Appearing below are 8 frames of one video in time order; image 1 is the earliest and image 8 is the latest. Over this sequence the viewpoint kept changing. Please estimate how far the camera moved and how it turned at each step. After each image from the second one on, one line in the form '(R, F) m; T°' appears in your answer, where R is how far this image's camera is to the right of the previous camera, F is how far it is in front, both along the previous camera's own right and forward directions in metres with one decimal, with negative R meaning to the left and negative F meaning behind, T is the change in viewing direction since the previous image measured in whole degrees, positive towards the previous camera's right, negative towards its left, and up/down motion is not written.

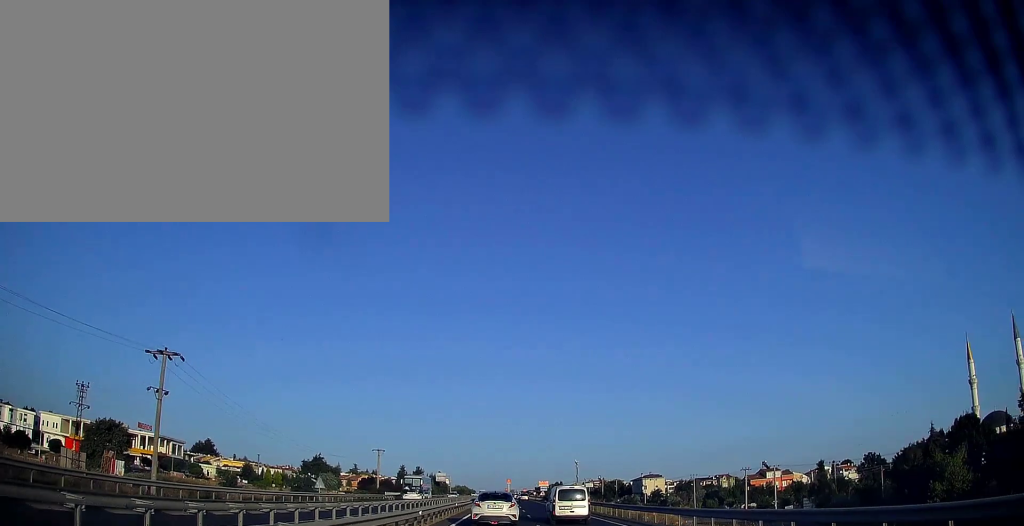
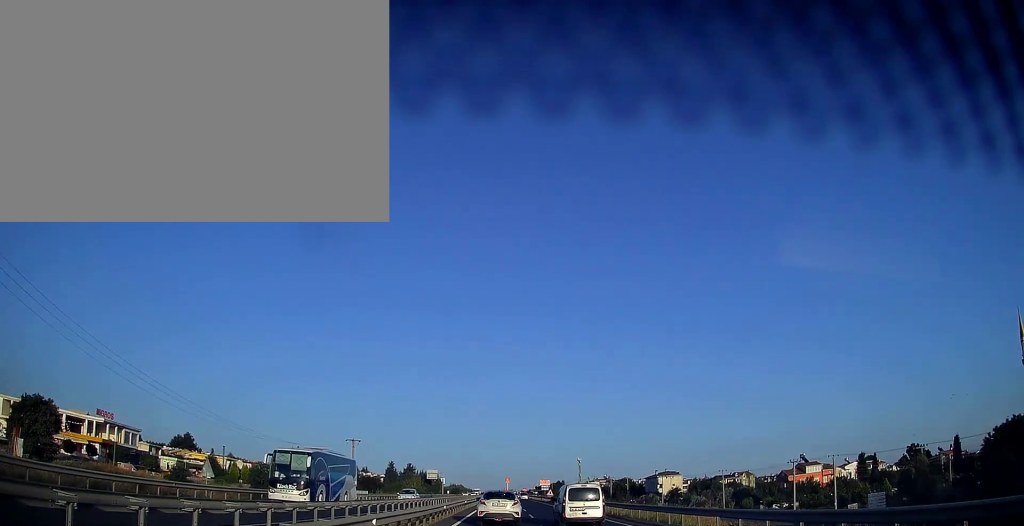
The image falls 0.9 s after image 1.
(0.0, +24.3) m; 0°
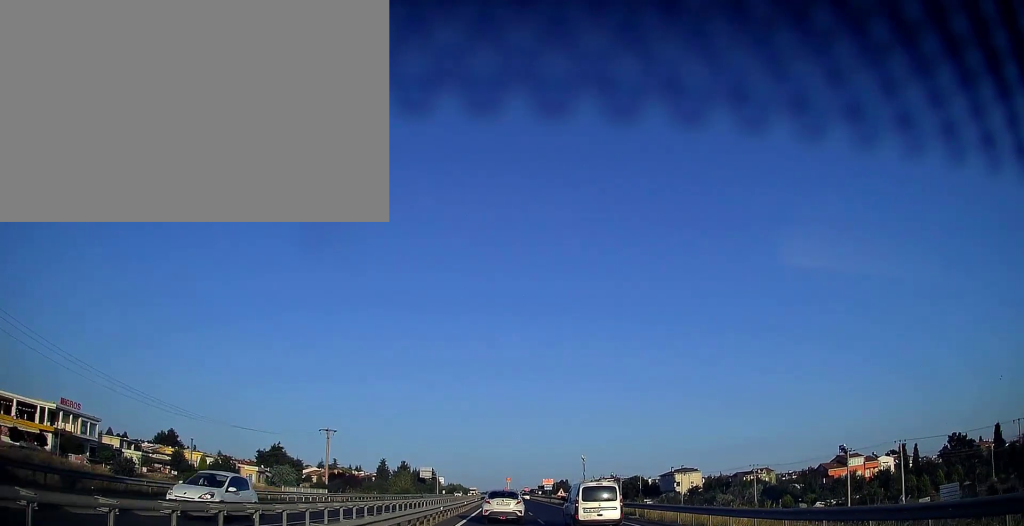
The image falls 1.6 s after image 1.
(-0.1, +19.0) m; 0°
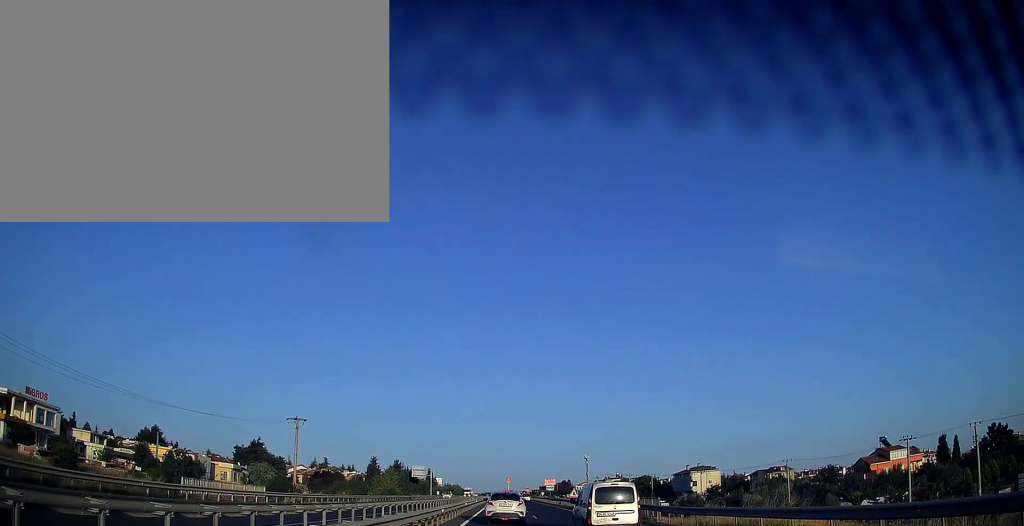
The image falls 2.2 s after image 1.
(+0.1, +16.4) m; 0°
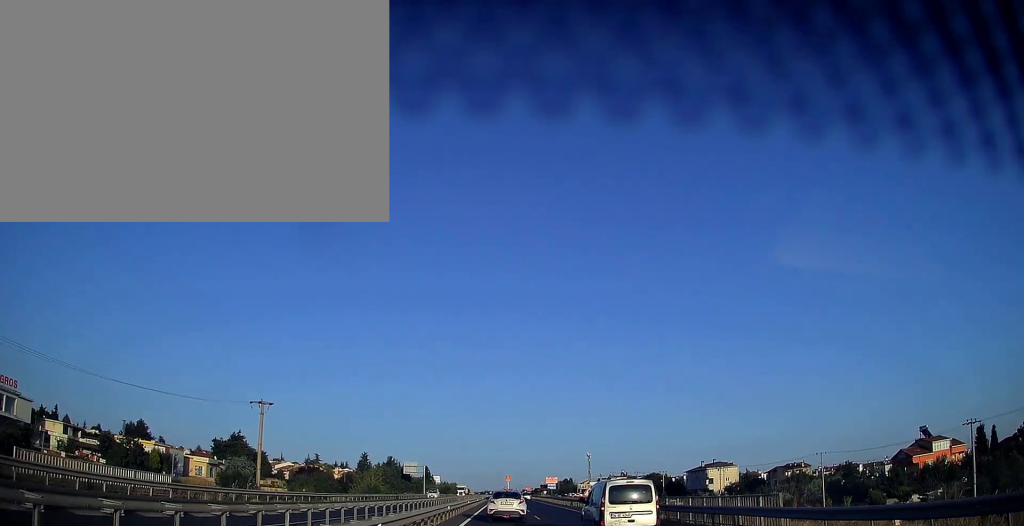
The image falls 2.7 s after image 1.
(0.0, +13.7) m; 0°
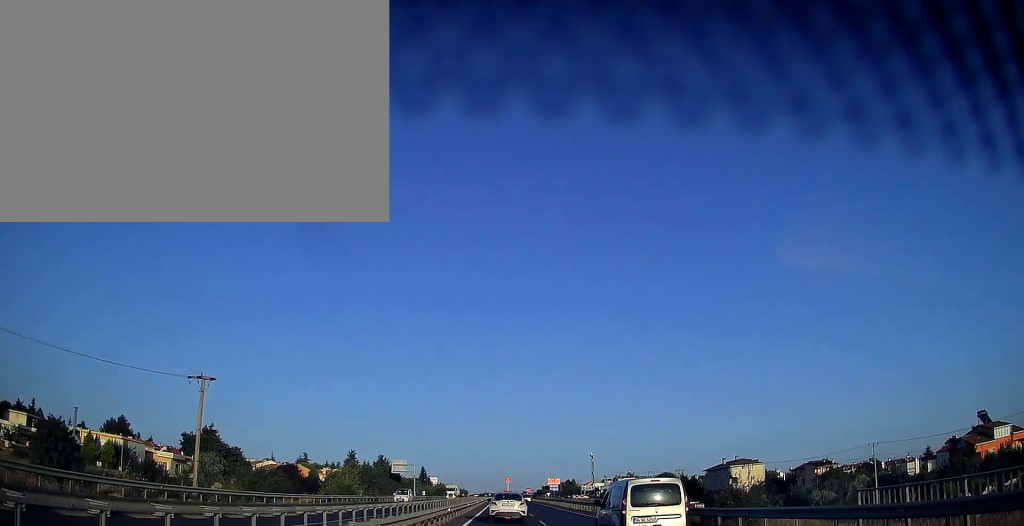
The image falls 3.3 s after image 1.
(0.0, +15.5) m; 0°
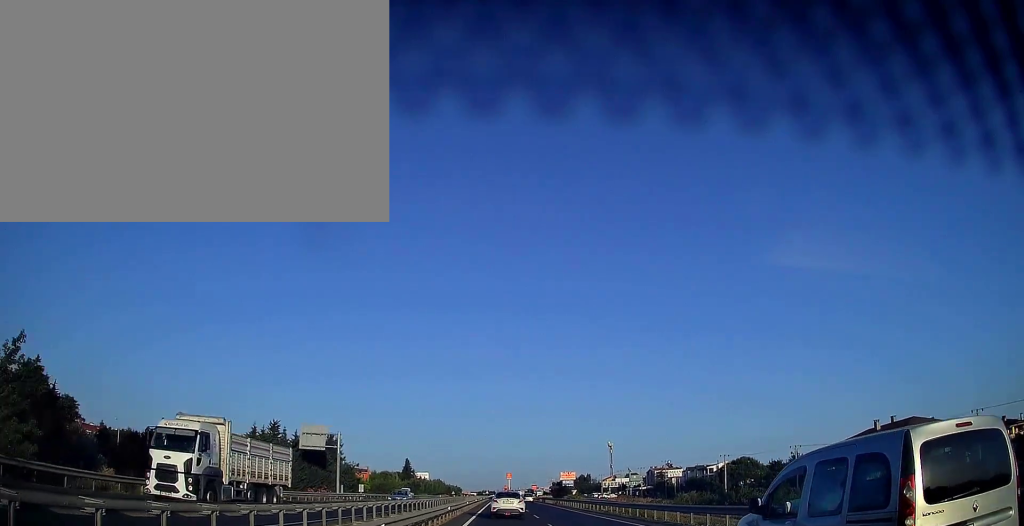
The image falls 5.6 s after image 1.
(-0.3, +65.2) m; 0°
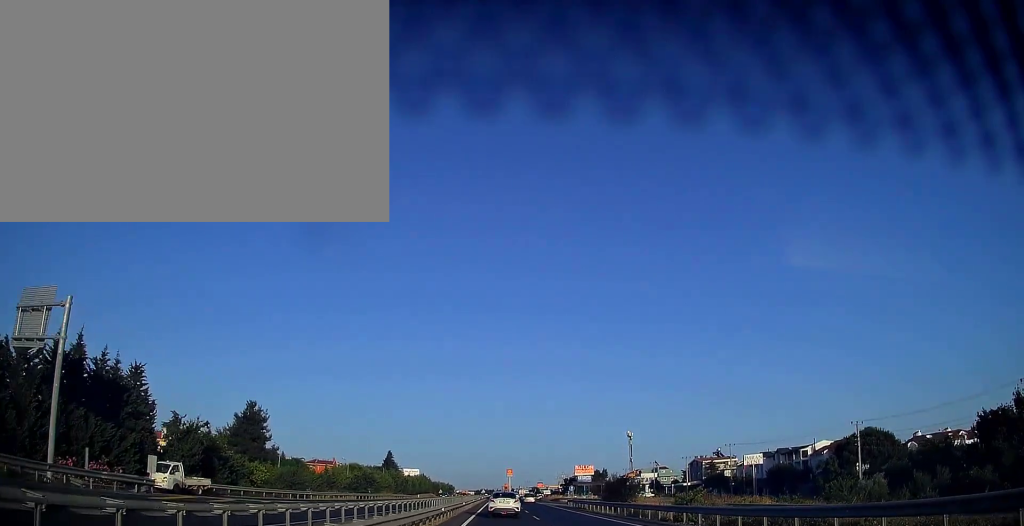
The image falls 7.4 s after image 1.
(+0.3, +49.5) m; 0°
